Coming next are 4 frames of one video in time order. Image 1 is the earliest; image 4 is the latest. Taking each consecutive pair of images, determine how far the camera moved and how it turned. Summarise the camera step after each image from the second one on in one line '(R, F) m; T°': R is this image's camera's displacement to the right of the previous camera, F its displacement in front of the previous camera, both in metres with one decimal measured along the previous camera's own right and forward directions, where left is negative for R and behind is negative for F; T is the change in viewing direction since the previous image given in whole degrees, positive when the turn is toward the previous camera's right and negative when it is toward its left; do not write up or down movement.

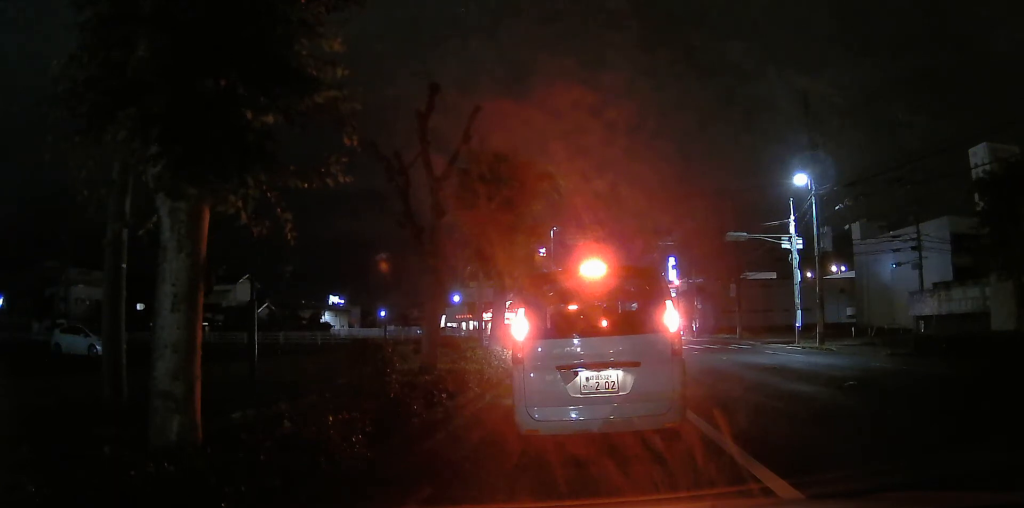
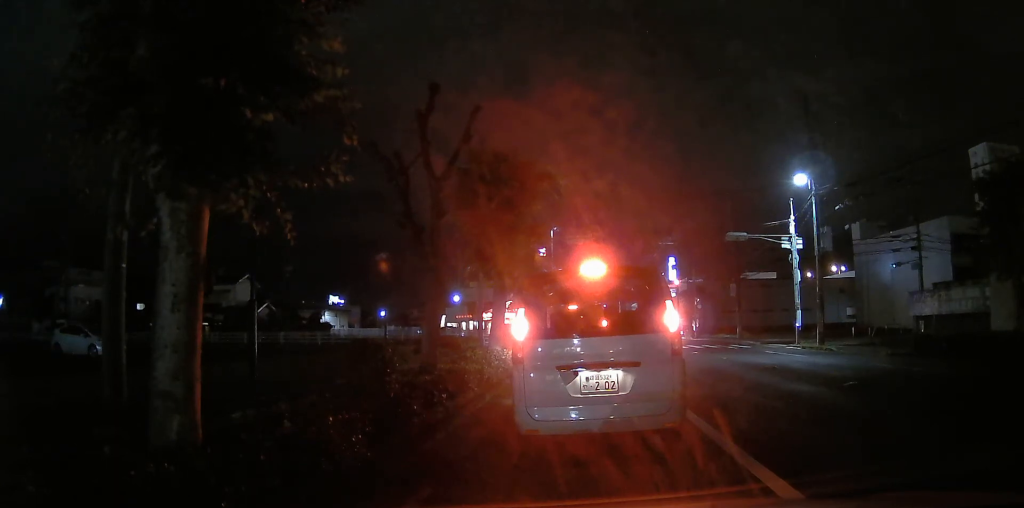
(0.0, 0.0) m; 0°
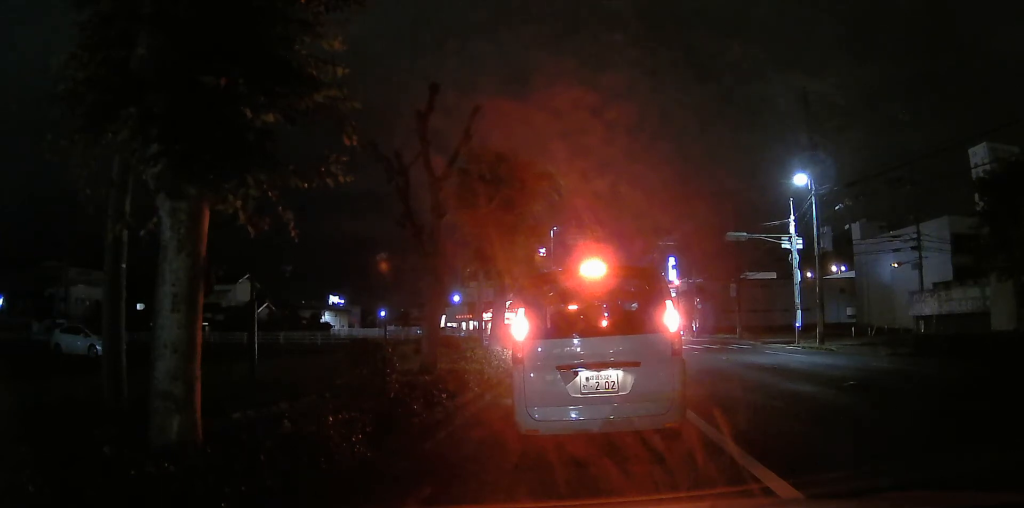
(0.0, 0.0) m; 0°
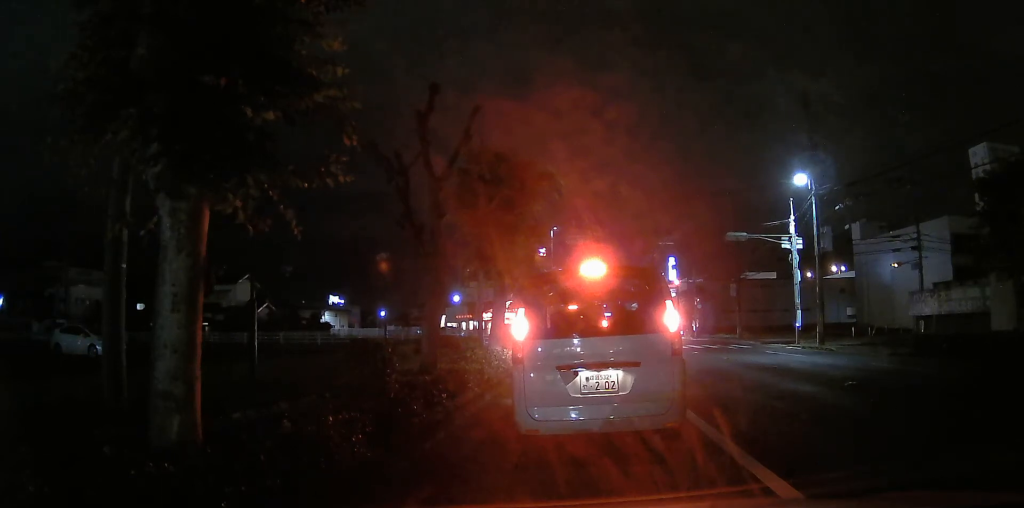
(0.0, 0.0) m; 0°
